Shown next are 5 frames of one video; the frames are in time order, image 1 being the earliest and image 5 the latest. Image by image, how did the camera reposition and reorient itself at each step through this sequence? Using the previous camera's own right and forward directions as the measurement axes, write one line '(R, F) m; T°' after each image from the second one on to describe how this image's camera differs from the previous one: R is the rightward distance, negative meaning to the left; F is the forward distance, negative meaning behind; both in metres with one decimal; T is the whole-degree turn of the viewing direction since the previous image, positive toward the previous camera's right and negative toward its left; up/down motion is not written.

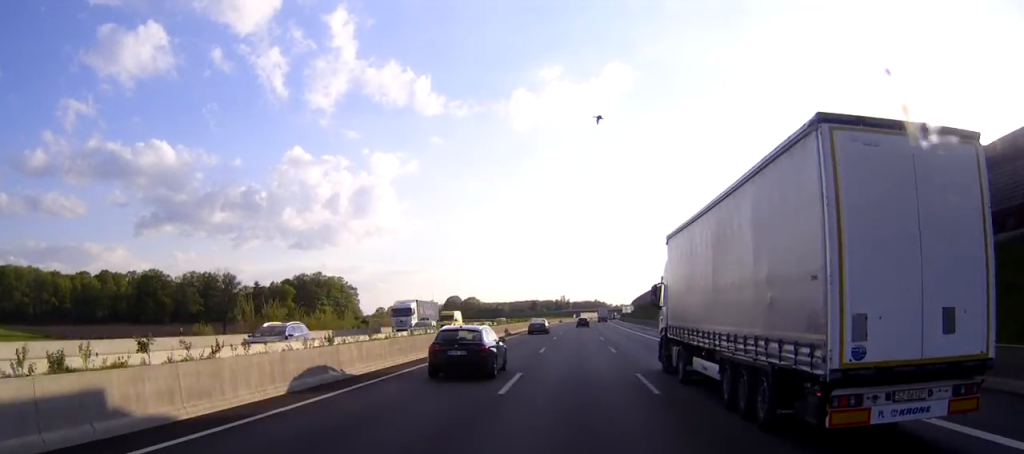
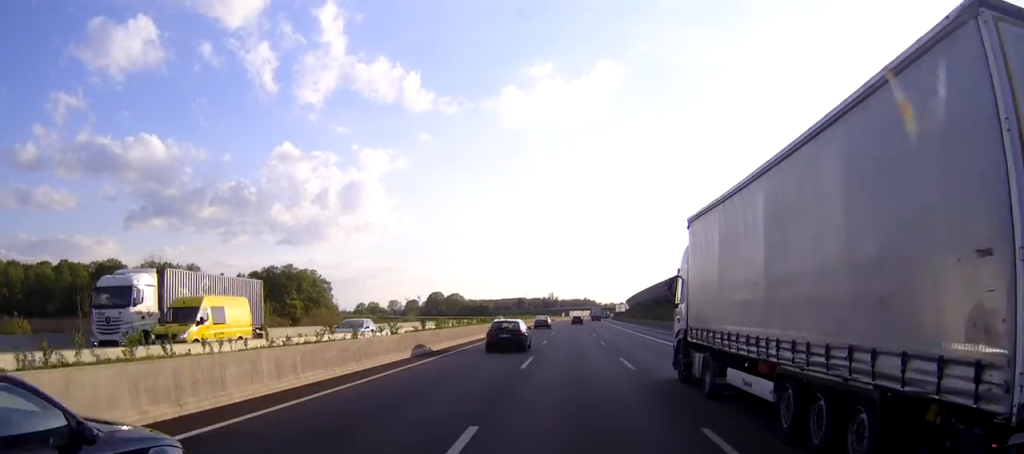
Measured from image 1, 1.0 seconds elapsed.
(0.0, +29.2) m; 0°
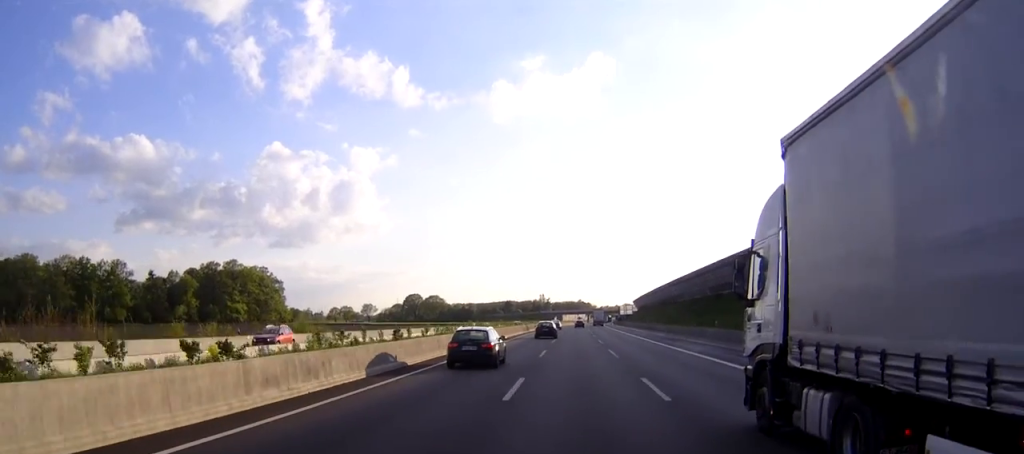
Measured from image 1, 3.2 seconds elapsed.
(+0.5, +61.3) m; +1°
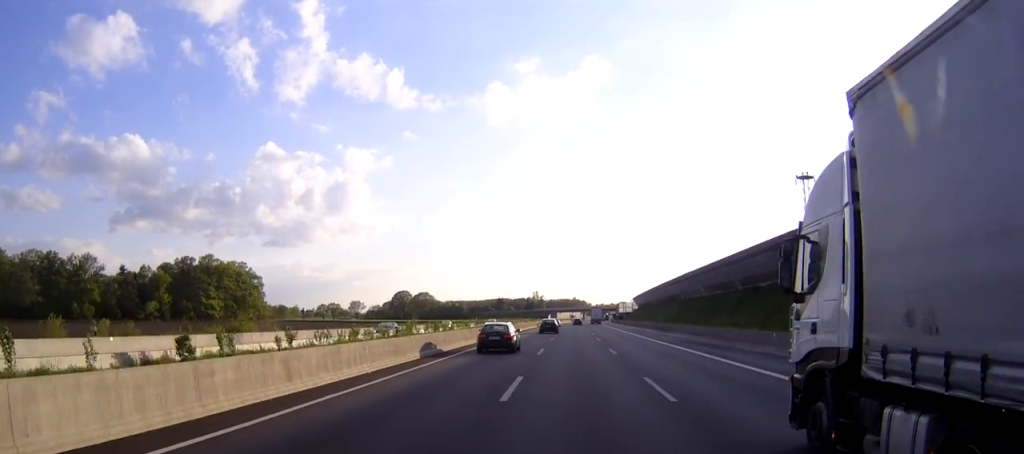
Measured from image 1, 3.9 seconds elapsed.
(+0.1, +19.0) m; 0°
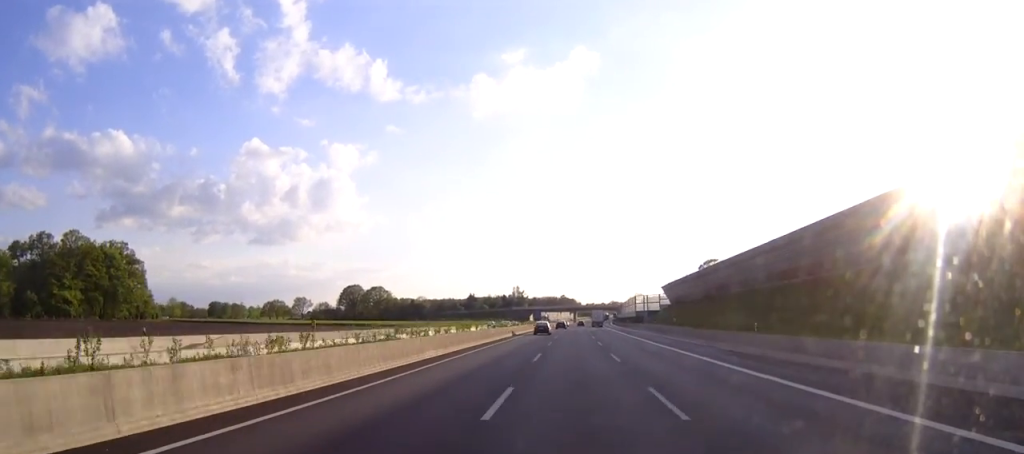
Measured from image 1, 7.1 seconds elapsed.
(+0.7, +92.3) m; +1°
